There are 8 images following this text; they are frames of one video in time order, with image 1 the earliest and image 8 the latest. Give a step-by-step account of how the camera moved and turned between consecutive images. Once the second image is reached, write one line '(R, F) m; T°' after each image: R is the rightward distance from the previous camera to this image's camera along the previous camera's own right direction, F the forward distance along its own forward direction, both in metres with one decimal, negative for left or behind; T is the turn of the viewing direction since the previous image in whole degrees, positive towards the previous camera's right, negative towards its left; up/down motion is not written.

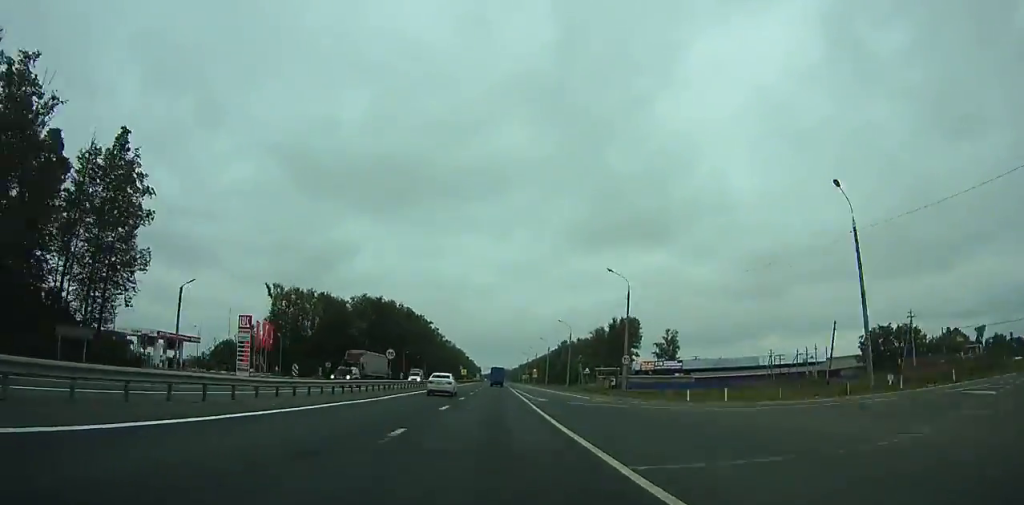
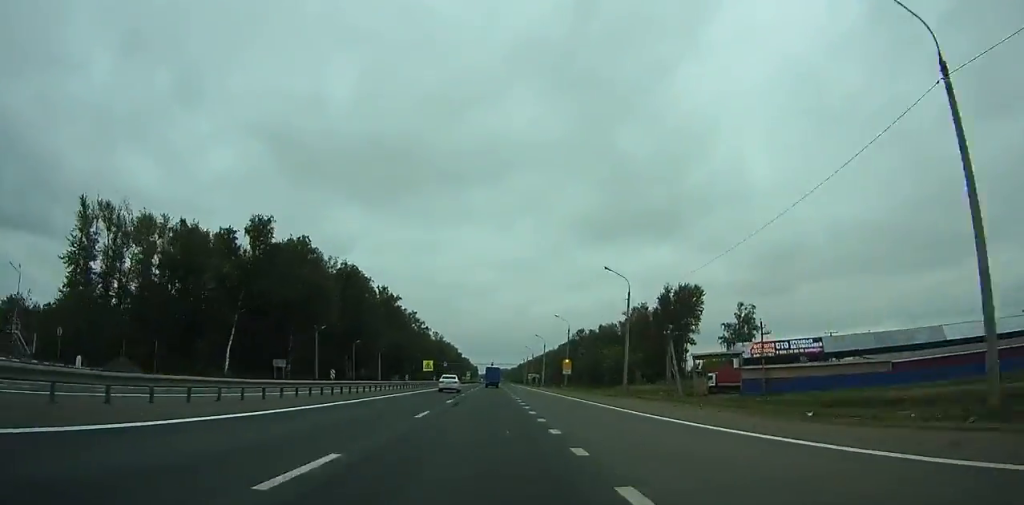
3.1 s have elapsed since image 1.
(+0.2, +75.7) m; 0°
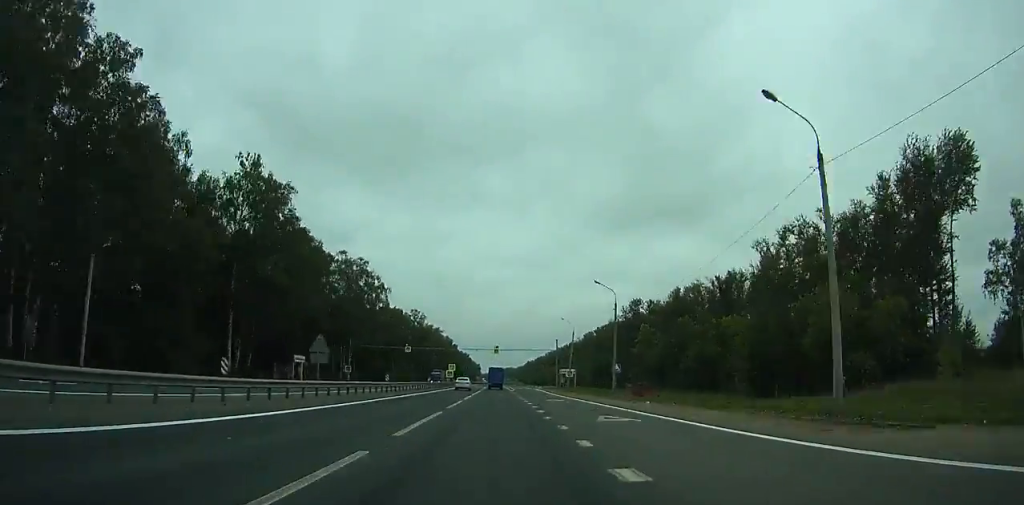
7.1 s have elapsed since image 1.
(-0.5, +98.6) m; 0°
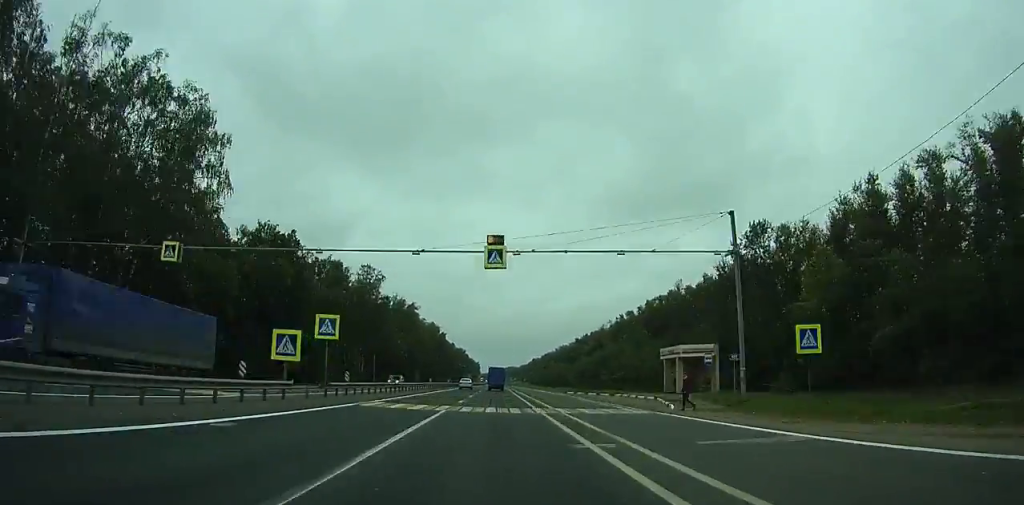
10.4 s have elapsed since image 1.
(0.0, +82.8) m; 0°
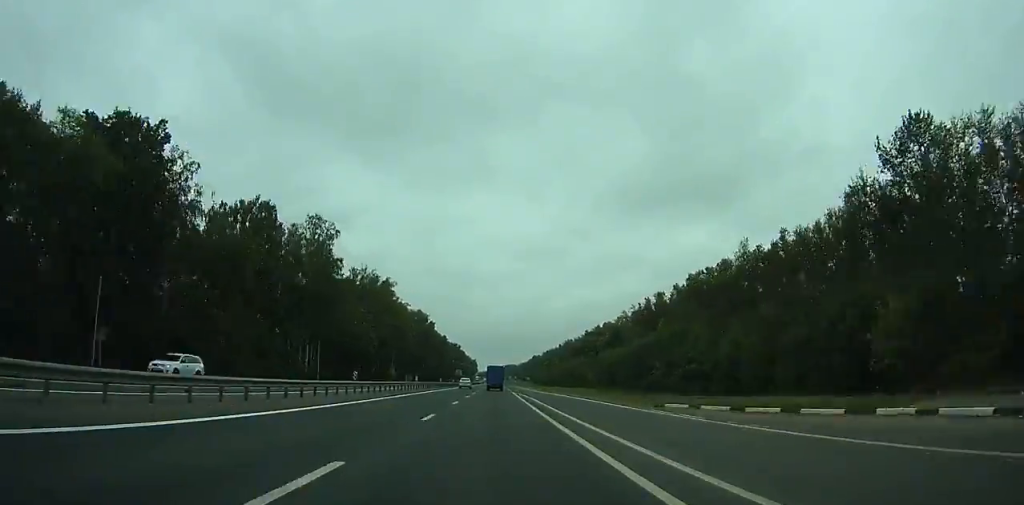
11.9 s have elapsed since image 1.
(0.0, +37.9) m; 0°
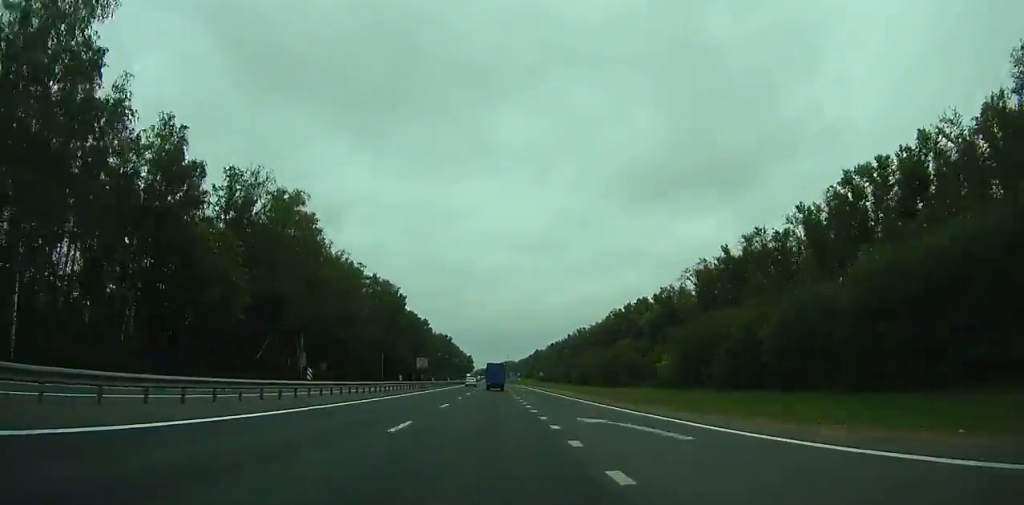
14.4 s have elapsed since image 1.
(+0.2, +64.1) m; 0°
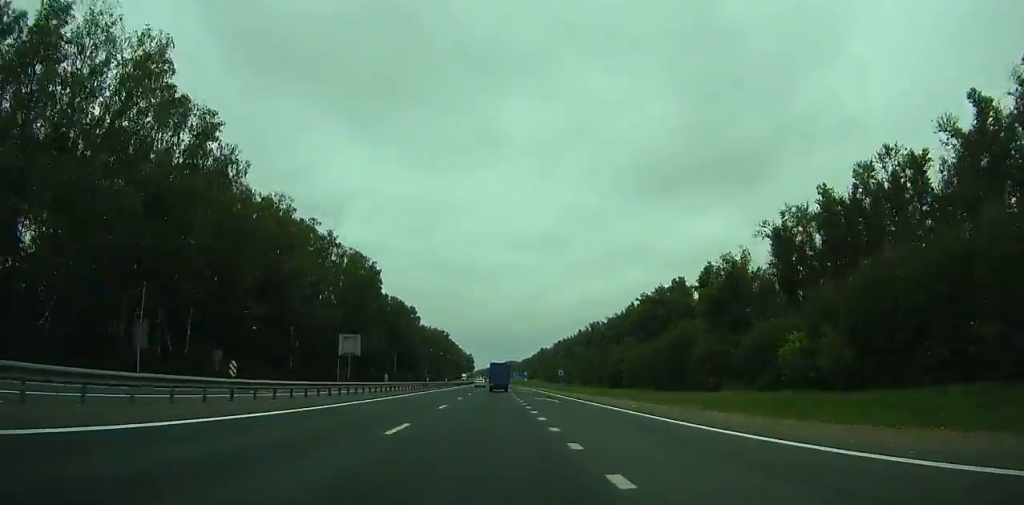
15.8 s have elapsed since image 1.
(-0.1, +36.1) m; 0°
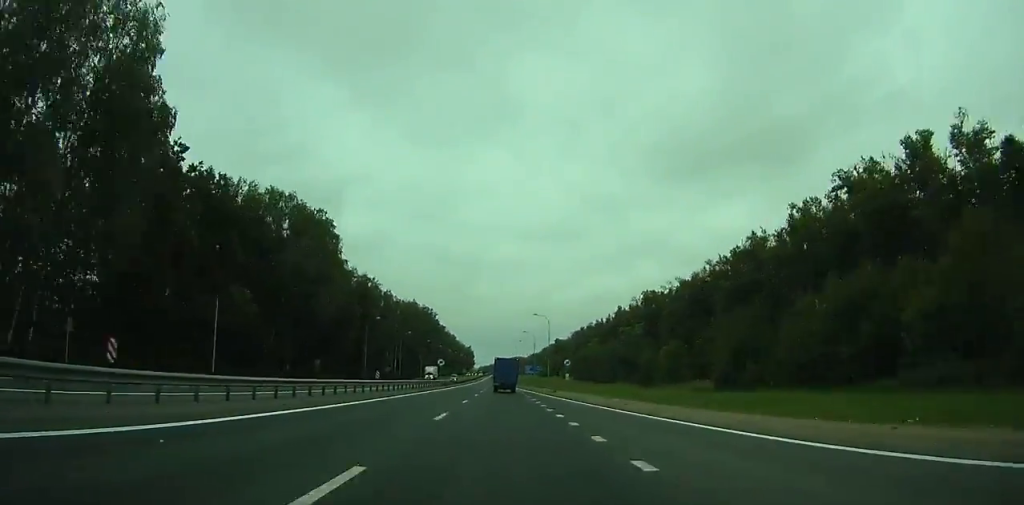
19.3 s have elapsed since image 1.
(-0.3, +90.7) m; 0°
